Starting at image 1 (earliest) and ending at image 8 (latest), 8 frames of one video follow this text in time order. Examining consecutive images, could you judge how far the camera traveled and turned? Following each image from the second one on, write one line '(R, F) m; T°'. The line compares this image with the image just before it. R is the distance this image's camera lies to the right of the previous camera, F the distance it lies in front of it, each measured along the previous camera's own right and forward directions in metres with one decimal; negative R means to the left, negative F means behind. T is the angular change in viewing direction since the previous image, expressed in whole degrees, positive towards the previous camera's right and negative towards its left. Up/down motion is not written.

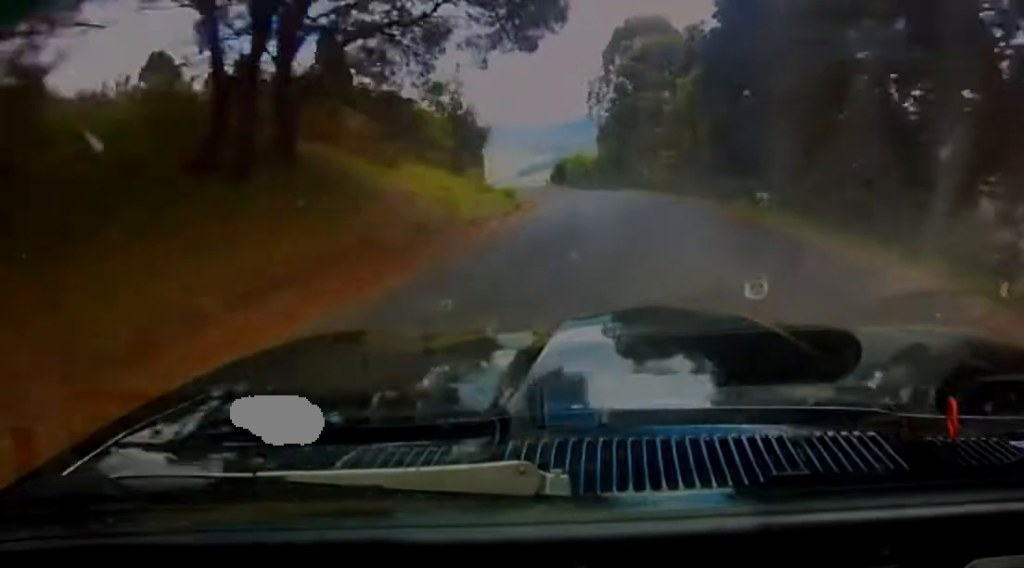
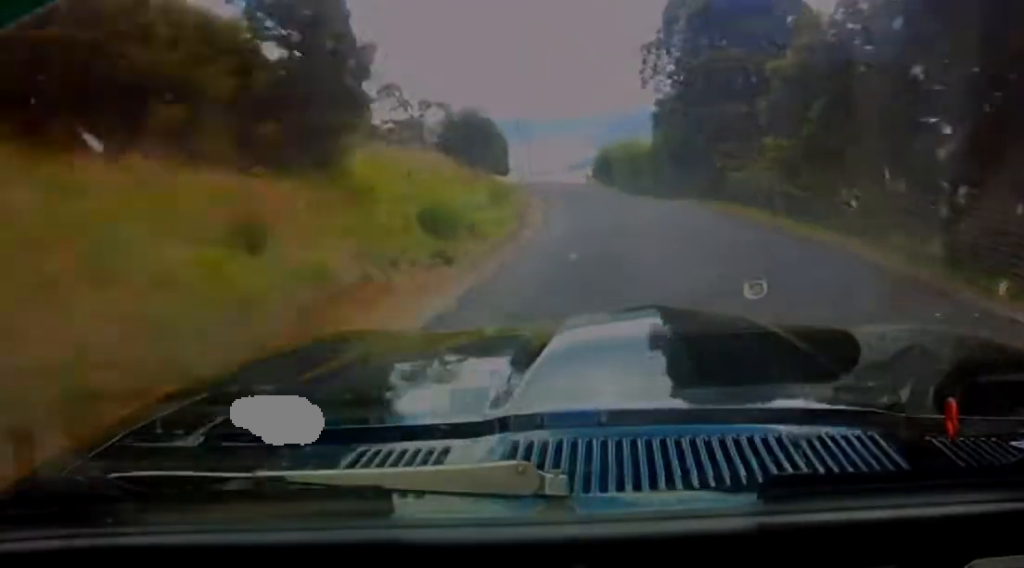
(+0.7, +20.6) m; +1°
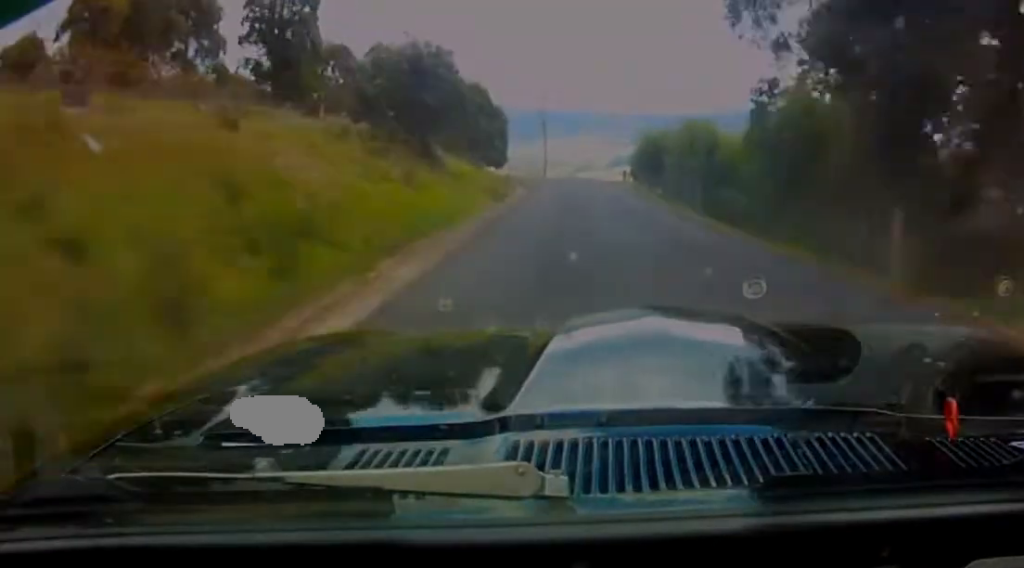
(-0.1, +24.1) m; -3°
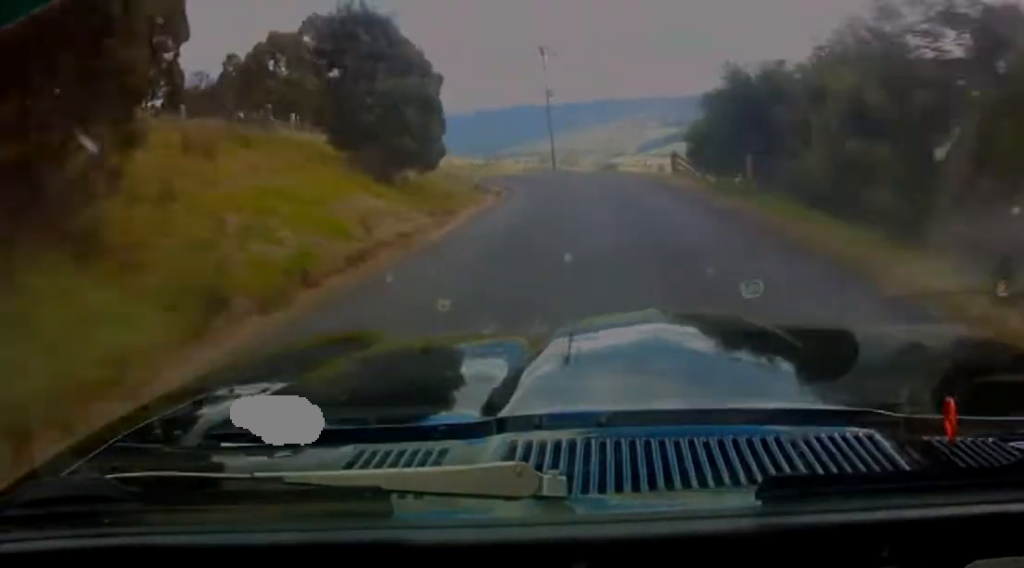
(-0.6, +23.7) m; -5°
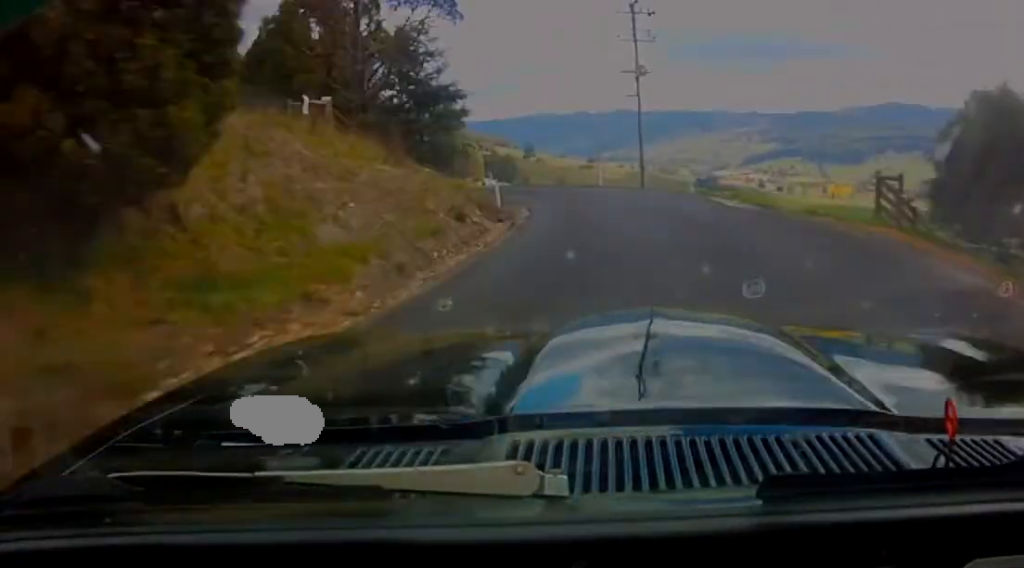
(-1.0, +18.2) m; -6°
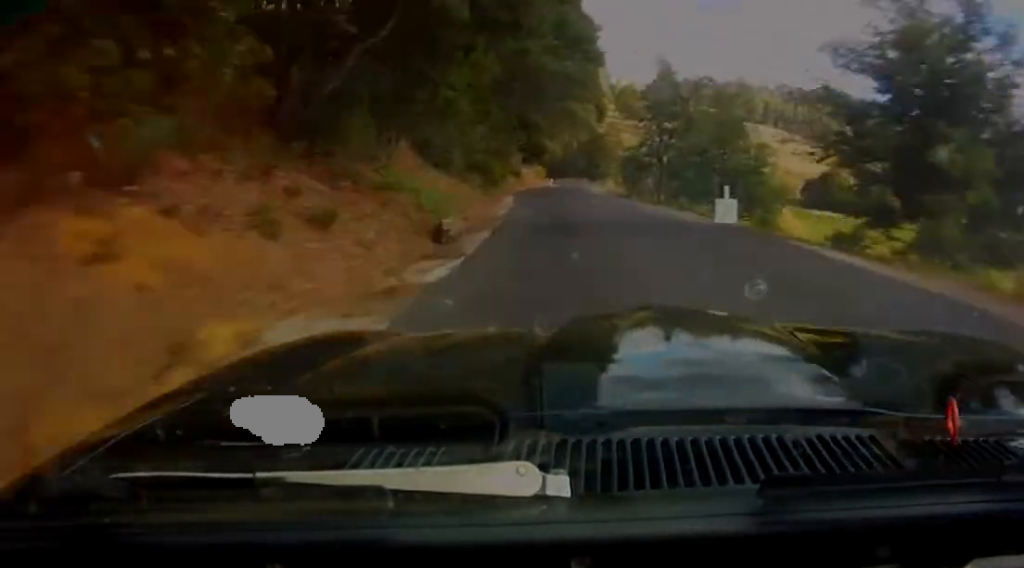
(-45.4, +85.9) m; -46°
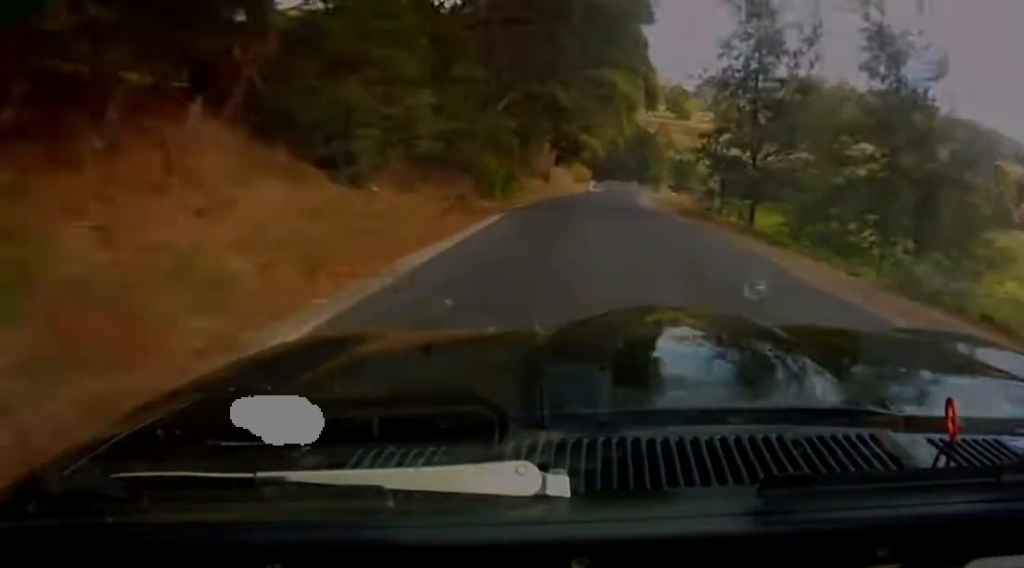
(-0.6, +18.8) m; -1°
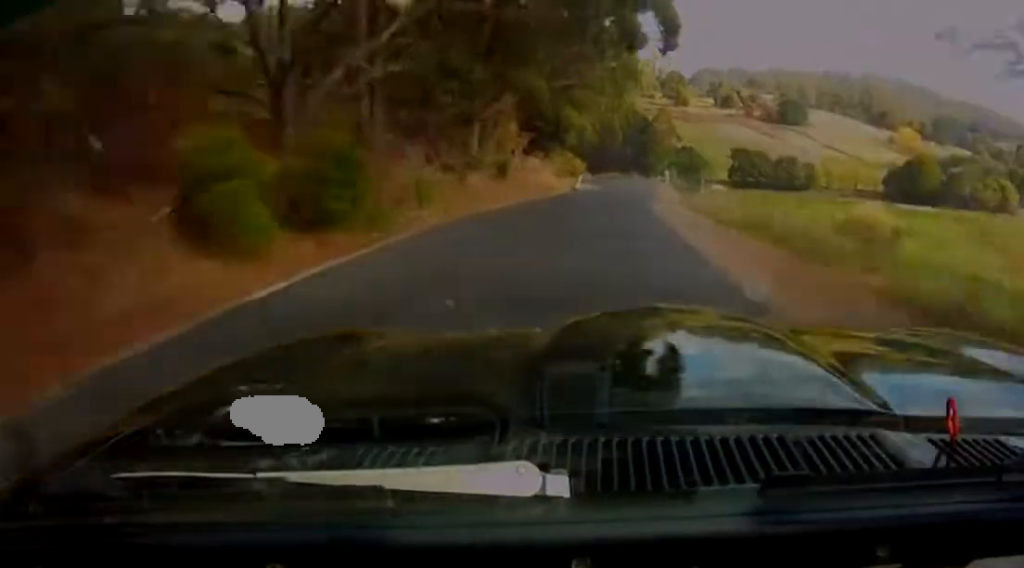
(0.0, +24.2) m; -1°
